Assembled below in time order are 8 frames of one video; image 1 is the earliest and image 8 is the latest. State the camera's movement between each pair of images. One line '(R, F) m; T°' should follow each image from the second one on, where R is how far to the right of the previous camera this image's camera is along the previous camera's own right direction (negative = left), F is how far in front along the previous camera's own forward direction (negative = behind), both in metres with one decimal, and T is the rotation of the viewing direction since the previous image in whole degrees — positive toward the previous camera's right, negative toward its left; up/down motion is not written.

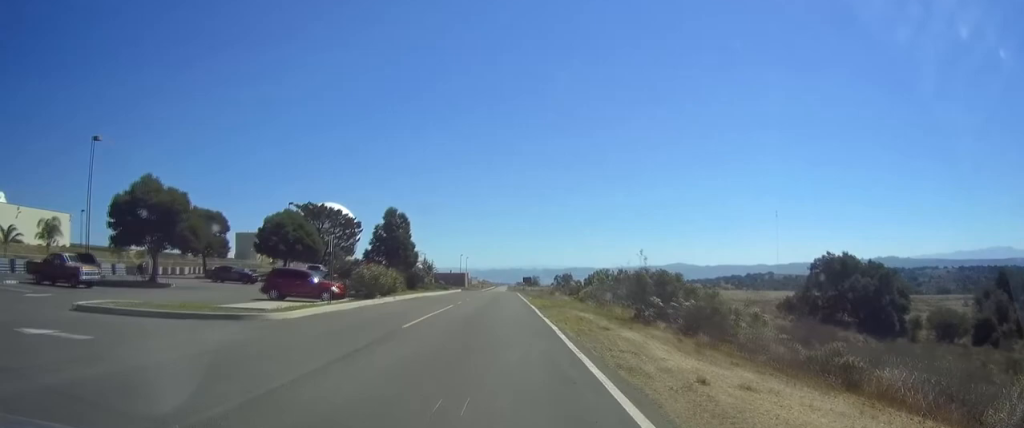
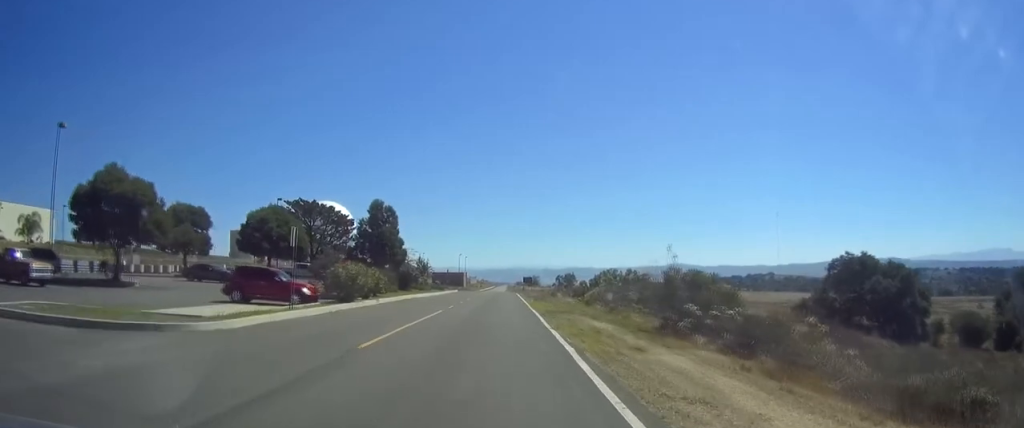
(0.0, +4.7) m; 0°
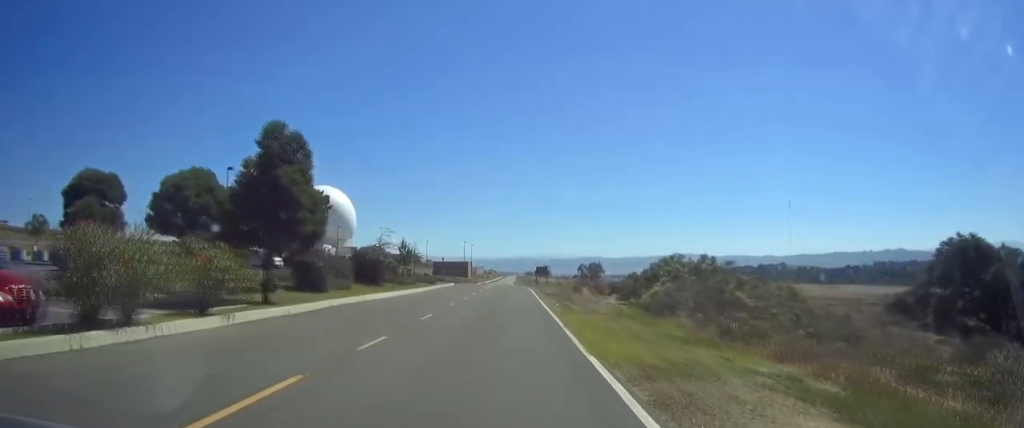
(-0.1, +19.3) m; 0°
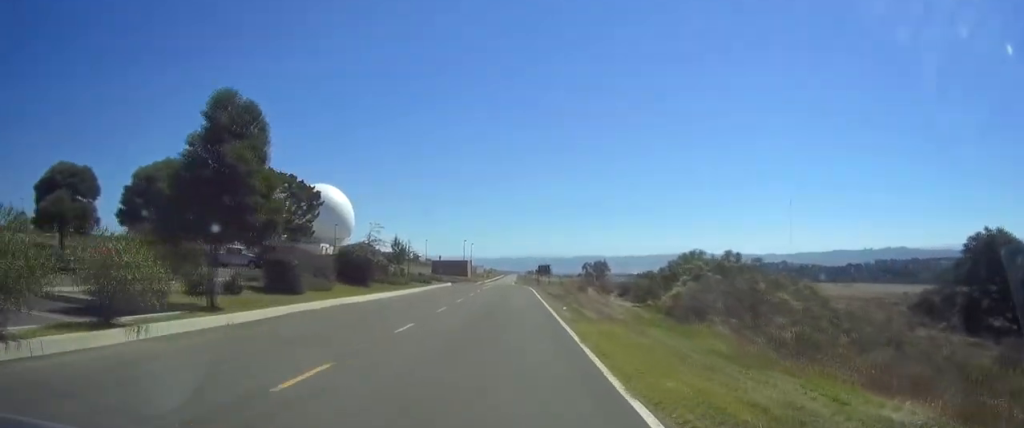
(+0.1, +4.1) m; 0°
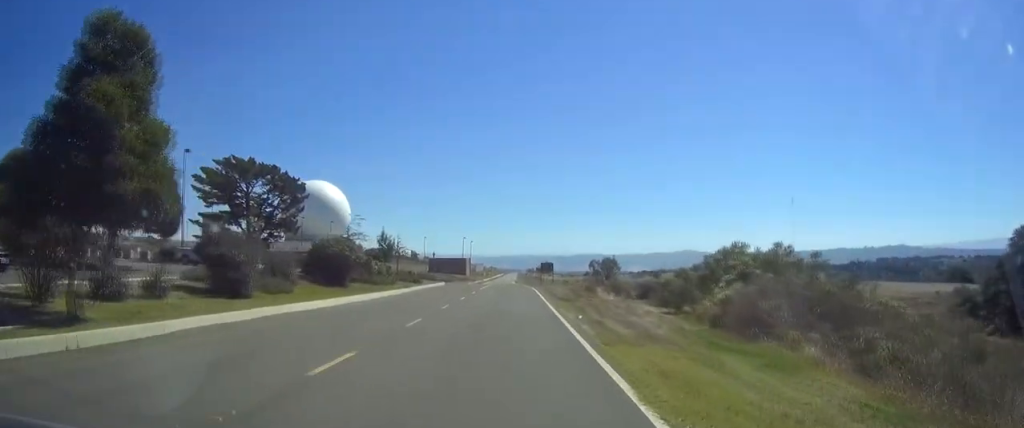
(0.0, +6.1) m; 0°
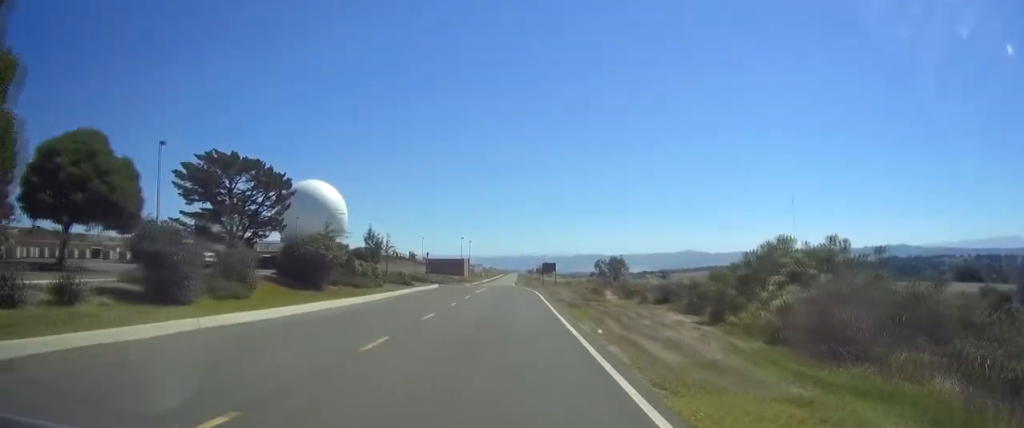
(0.0, +4.6) m; 0°
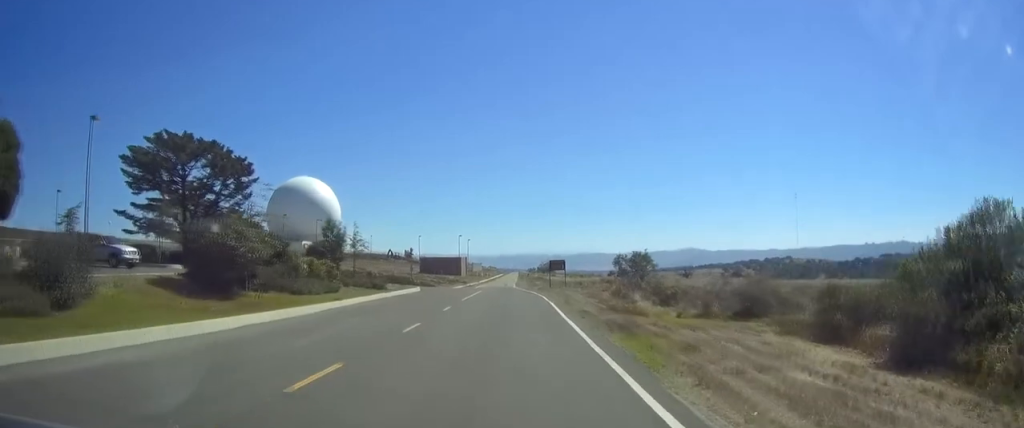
(+0.1, +10.5) m; +1°
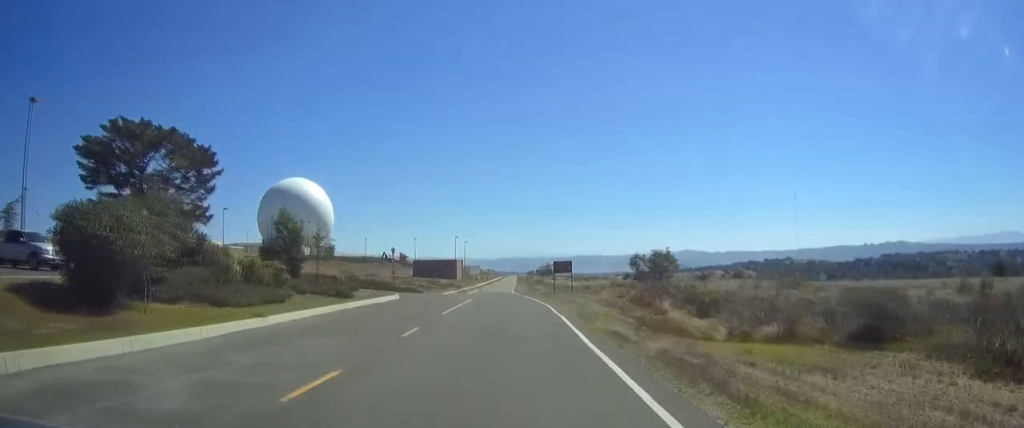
(+0.1, +7.3) m; 0°
